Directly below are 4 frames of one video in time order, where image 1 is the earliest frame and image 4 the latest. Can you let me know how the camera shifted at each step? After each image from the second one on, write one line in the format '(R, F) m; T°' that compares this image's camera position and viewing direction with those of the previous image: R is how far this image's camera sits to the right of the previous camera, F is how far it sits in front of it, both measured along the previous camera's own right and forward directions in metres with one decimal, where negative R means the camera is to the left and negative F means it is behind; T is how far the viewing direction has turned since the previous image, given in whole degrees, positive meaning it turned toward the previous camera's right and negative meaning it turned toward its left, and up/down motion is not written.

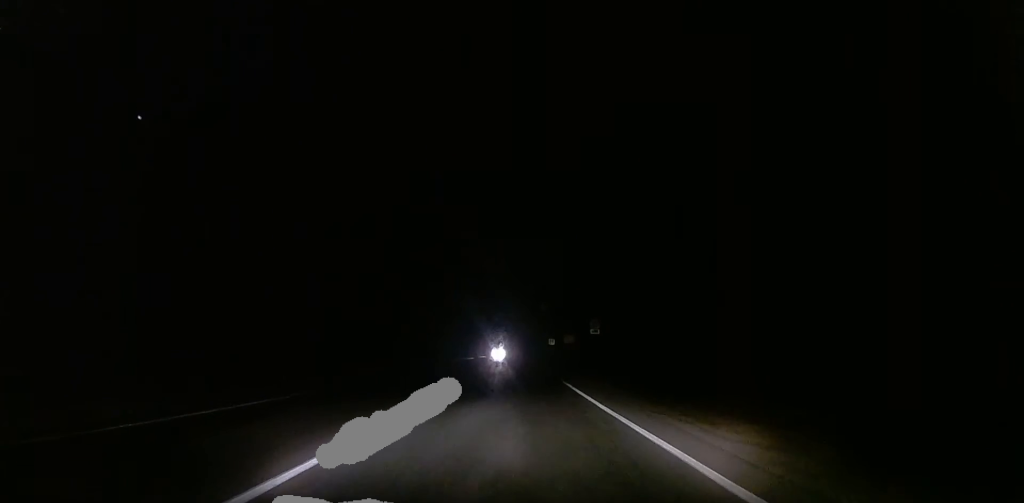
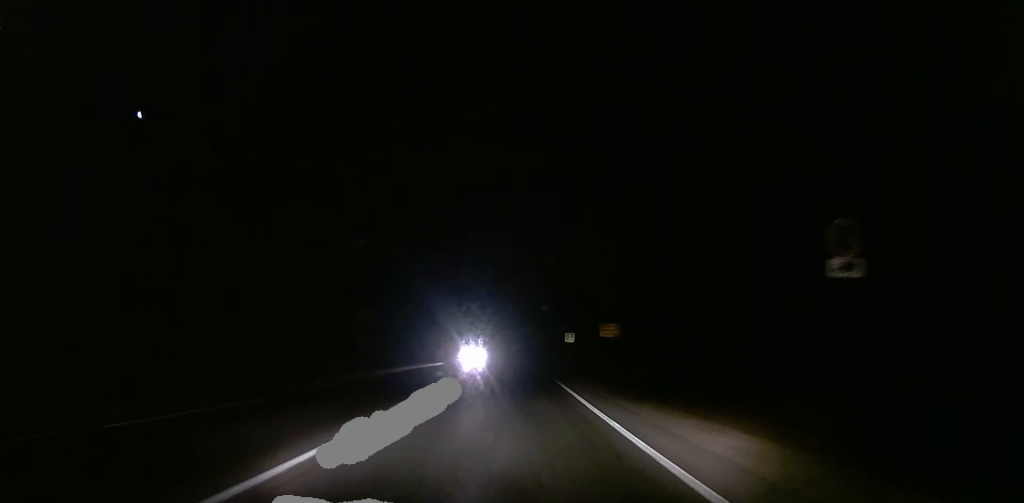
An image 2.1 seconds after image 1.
(+0.7, +40.0) m; +1°
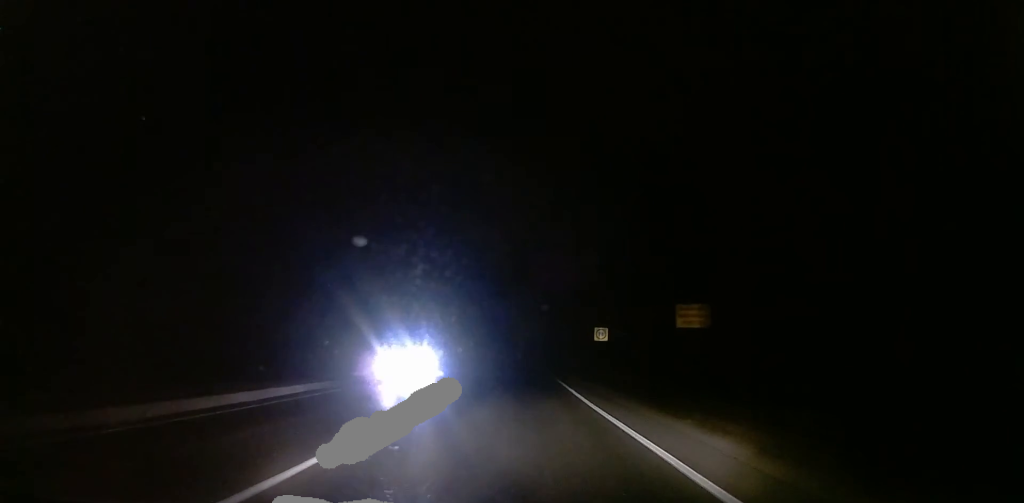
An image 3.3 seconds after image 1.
(-0.1, +19.2) m; -1°
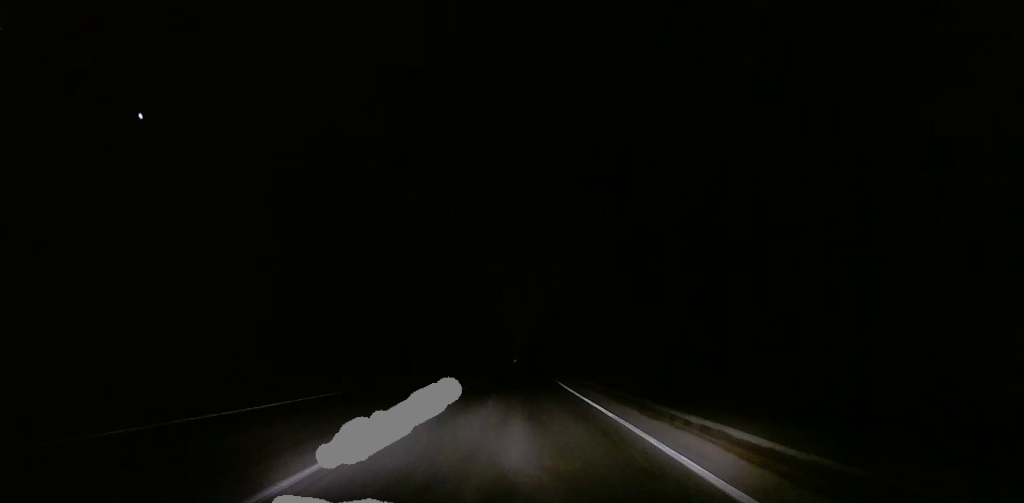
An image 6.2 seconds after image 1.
(+0.4, +54.6) m; +3°
